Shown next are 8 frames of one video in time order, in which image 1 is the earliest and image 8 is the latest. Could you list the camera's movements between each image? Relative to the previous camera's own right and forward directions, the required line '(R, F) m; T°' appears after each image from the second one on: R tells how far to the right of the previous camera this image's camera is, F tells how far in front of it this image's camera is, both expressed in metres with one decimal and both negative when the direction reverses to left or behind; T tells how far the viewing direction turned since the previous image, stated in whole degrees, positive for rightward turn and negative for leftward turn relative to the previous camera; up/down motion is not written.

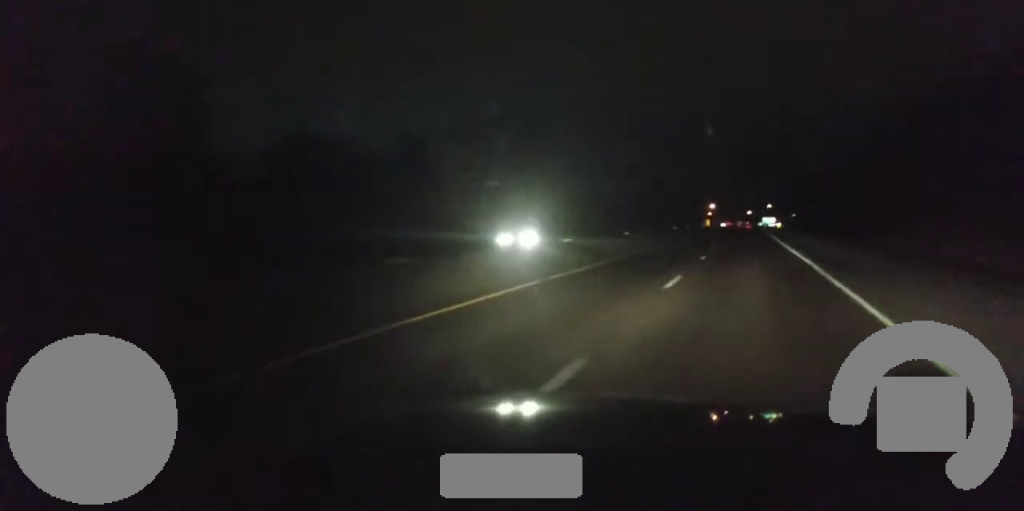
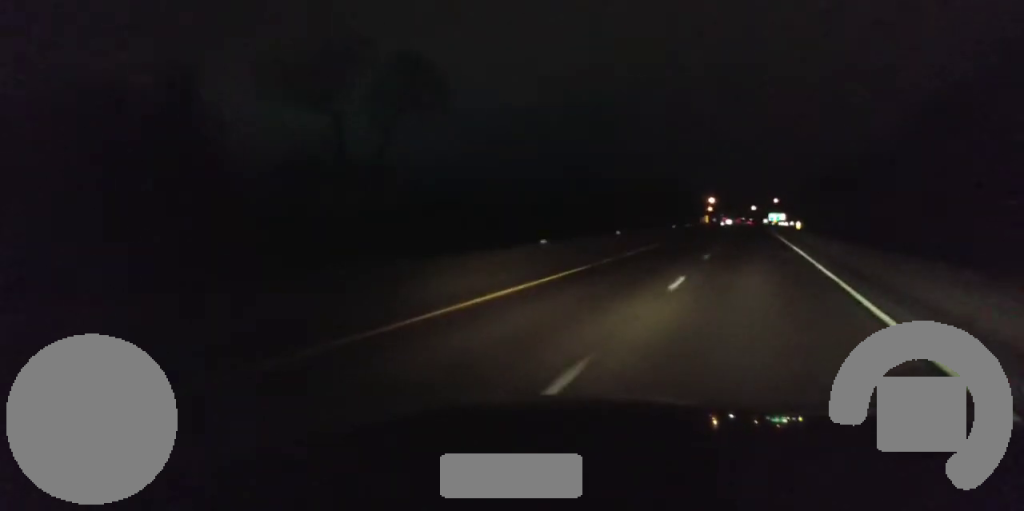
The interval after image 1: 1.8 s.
(+0.1, +50.2) m; +1°
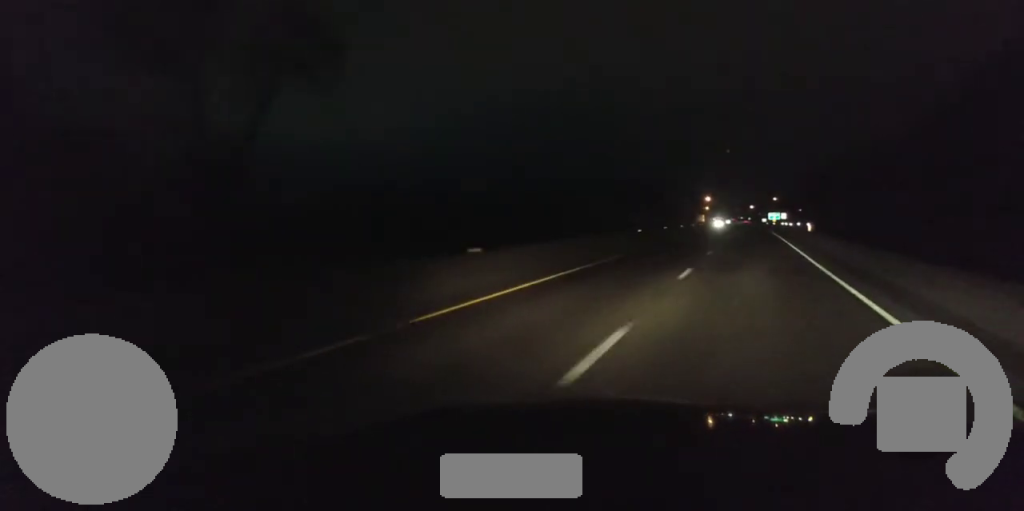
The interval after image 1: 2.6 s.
(+0.3, +22.4) m; 0°
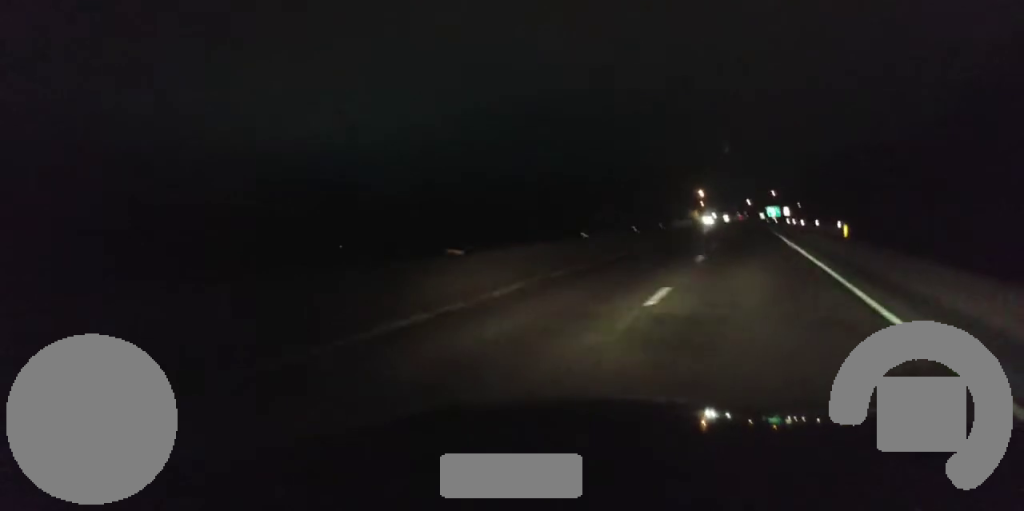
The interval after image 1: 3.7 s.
(-0.7, +31.6) m; -1°
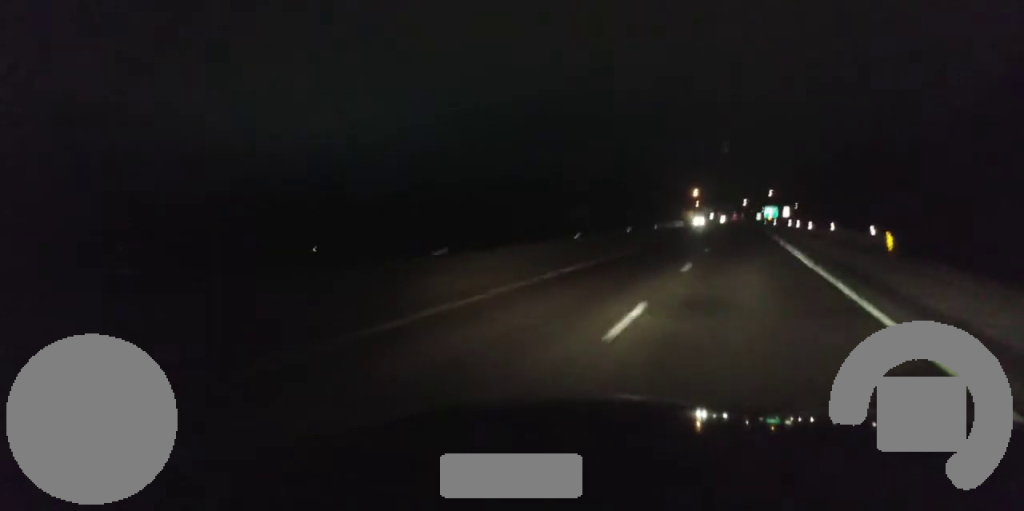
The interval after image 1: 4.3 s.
(0.0, +15.8) m; 0°
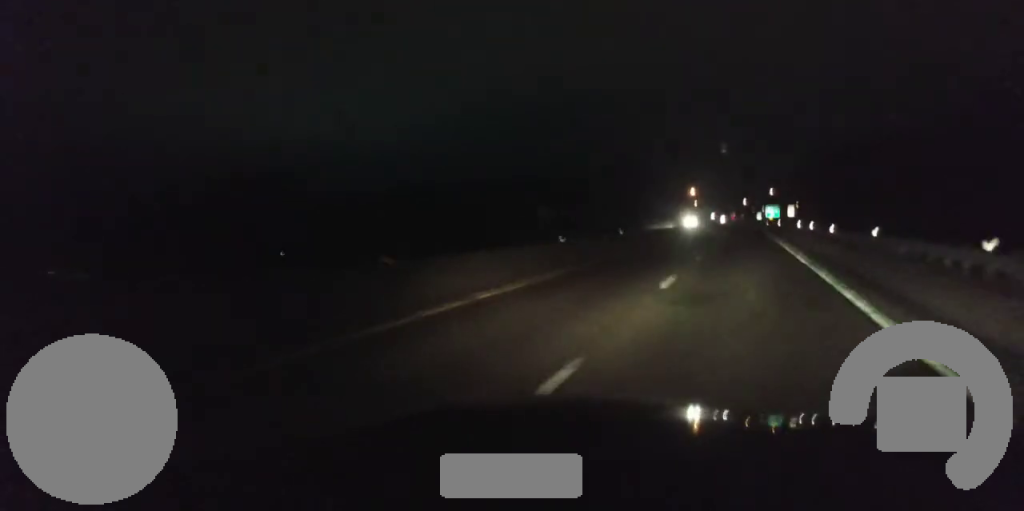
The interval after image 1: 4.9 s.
(+0.1, +17.6) m; 0°
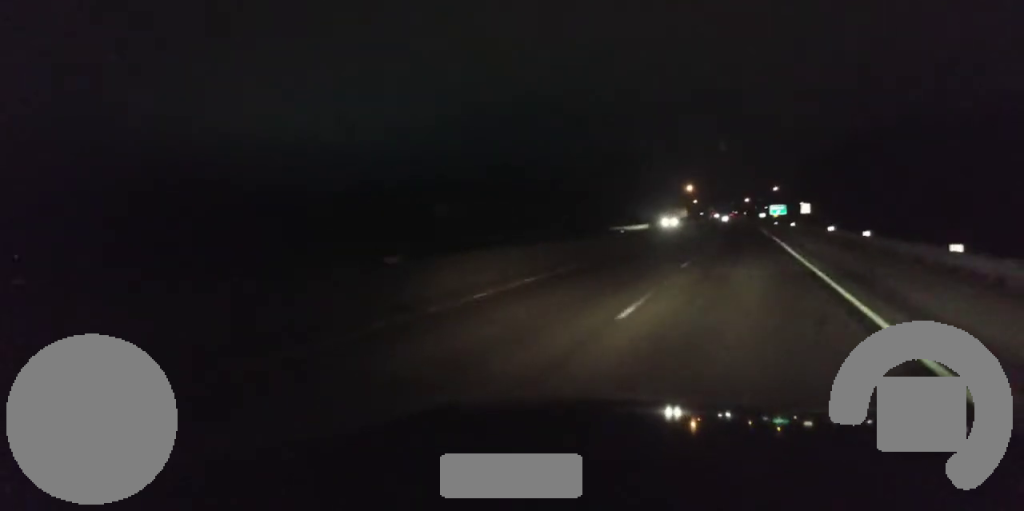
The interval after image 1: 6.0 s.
(+0.2, +29.6) m; 0°
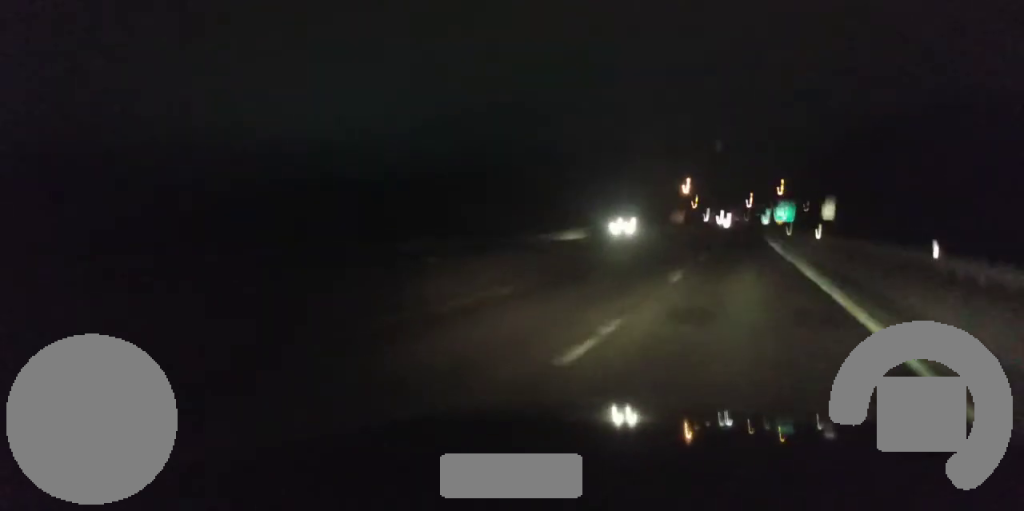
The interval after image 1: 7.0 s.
(-0.1, +27.9) m; -1°
